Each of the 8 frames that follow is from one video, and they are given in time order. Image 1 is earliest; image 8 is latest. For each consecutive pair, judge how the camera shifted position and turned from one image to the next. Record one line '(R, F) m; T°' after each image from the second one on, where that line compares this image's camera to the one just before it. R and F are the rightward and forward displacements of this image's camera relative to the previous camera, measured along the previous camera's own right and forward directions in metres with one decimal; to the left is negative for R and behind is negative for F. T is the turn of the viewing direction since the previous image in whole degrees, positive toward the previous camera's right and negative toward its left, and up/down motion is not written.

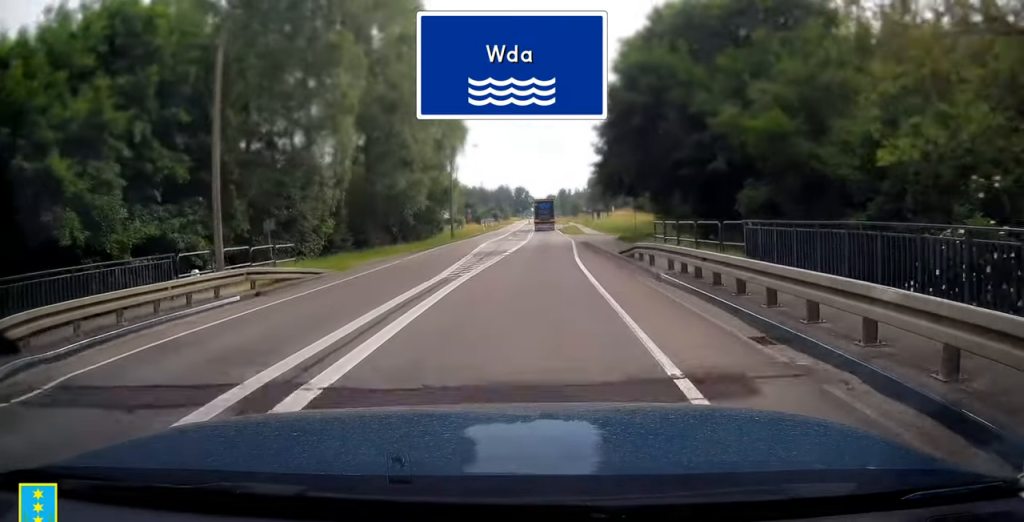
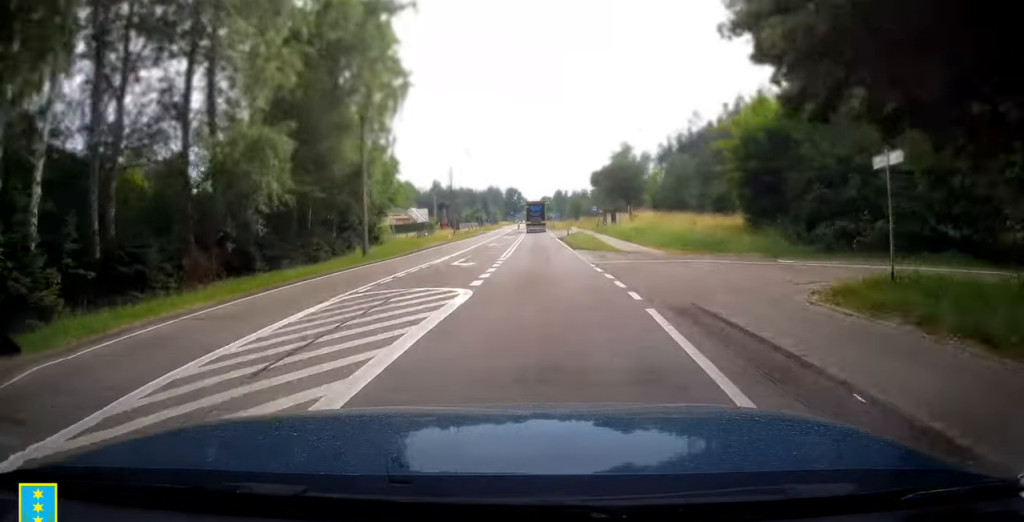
(+0.3, +29.3) m; 0°
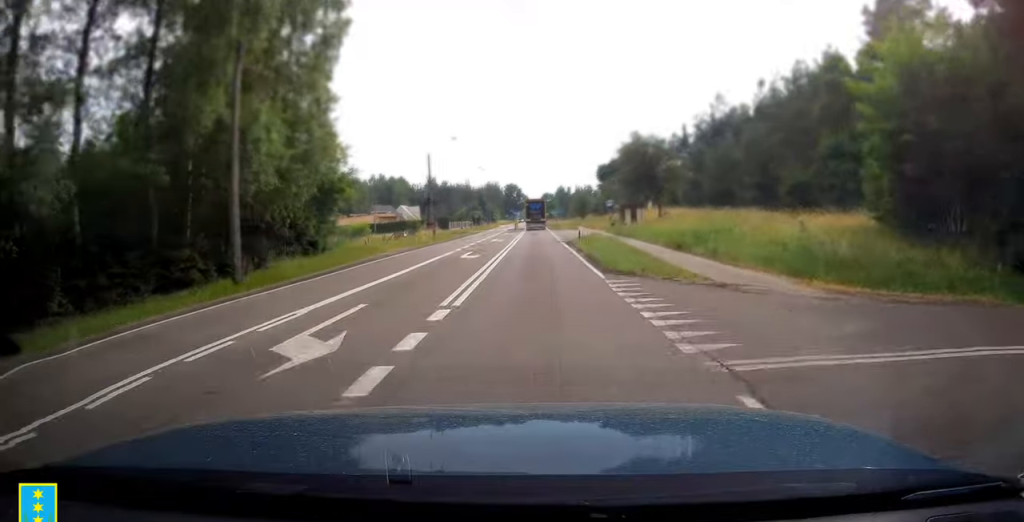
(+0.1, +14.9) m; 0°
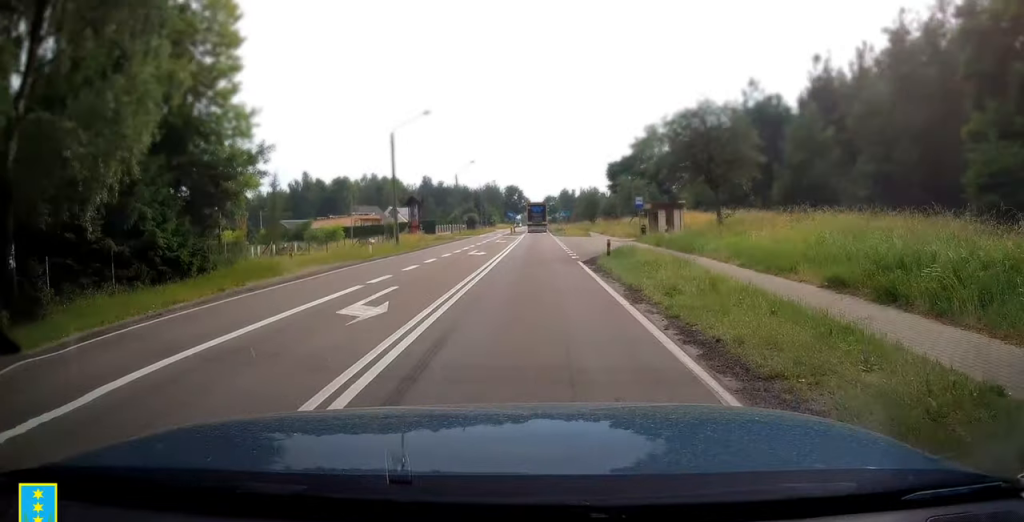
(-0.2, +15.4) m; 0°
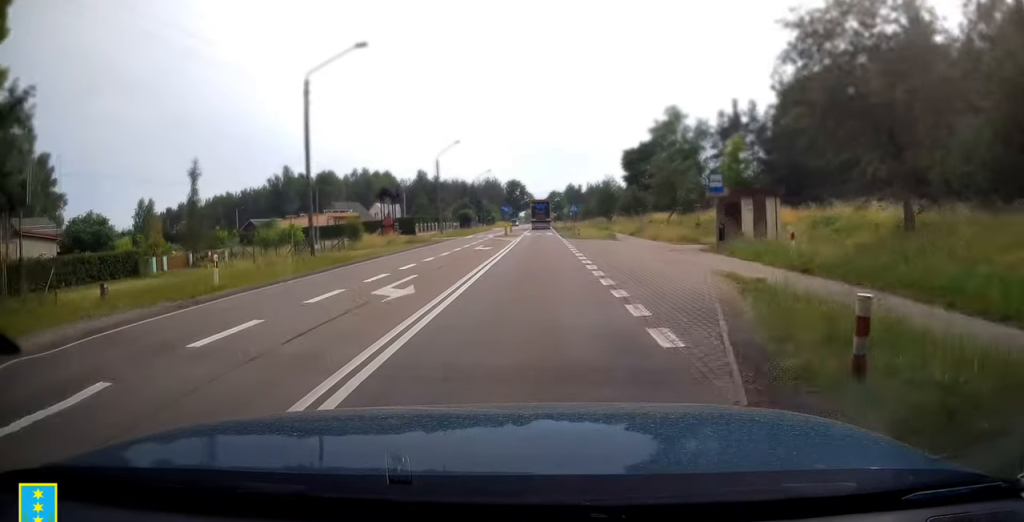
(-0.1, +17.1) m; 0°
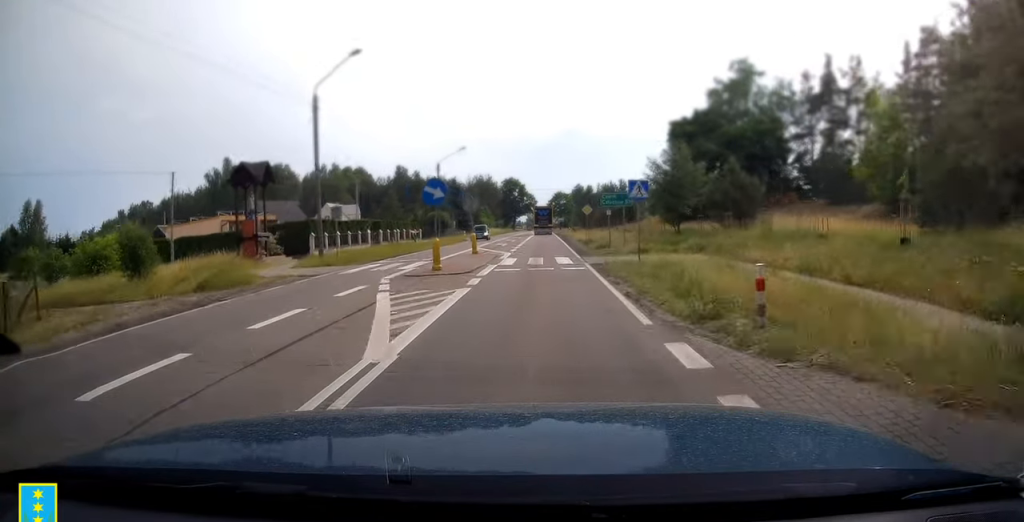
(0.0, +35.2) m; 0°
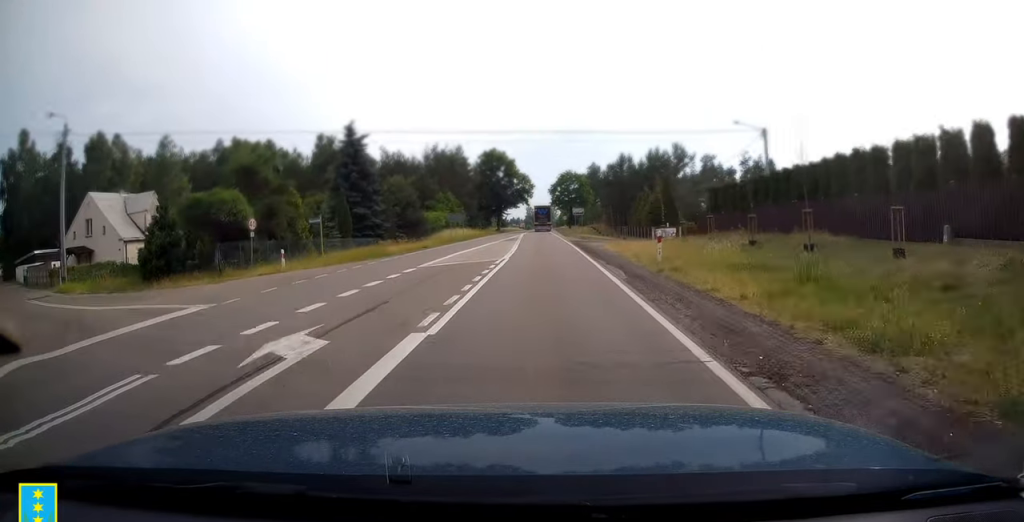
(-0.1, +64.6) m; 0°
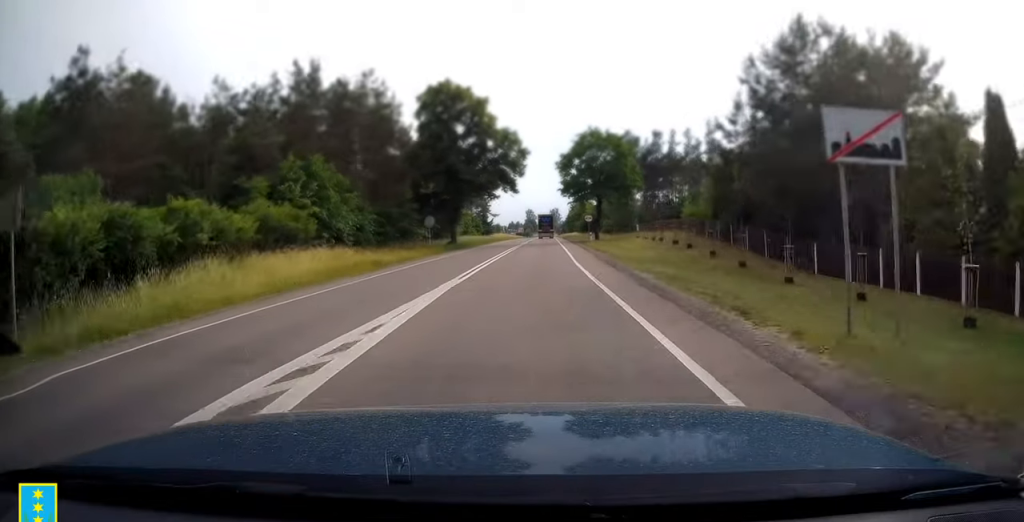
(0.0, +61.0) m; 0°
